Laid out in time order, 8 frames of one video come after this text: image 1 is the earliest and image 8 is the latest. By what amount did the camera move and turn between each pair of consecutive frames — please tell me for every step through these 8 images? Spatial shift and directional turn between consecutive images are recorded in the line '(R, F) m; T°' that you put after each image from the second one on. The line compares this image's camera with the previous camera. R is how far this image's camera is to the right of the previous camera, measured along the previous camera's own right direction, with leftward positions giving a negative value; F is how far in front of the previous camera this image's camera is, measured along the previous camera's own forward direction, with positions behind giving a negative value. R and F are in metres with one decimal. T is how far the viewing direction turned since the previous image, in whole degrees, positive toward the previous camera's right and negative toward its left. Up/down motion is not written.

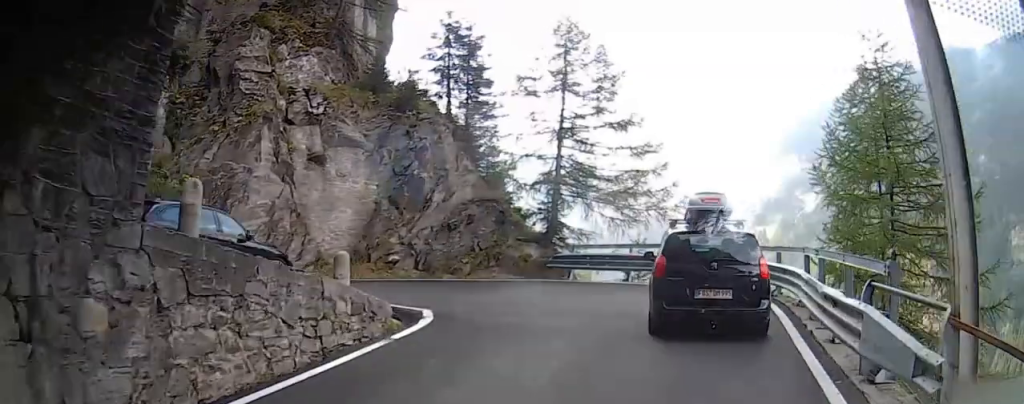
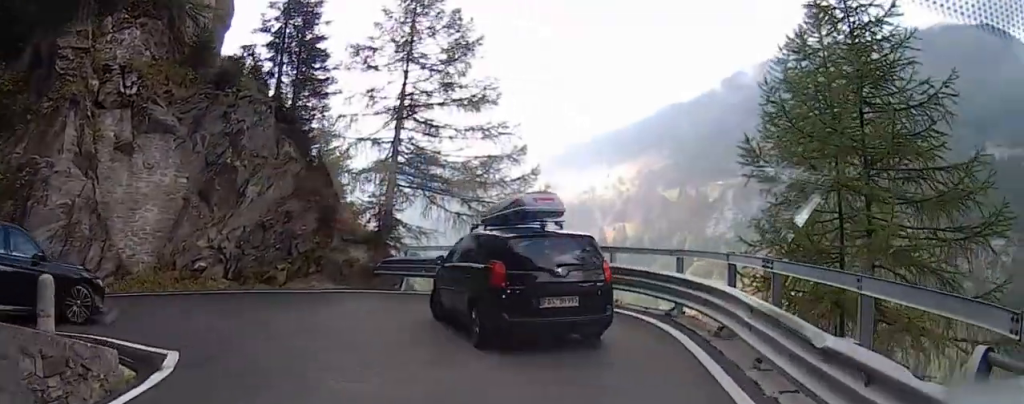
(0.0, +4.7) m; 0°
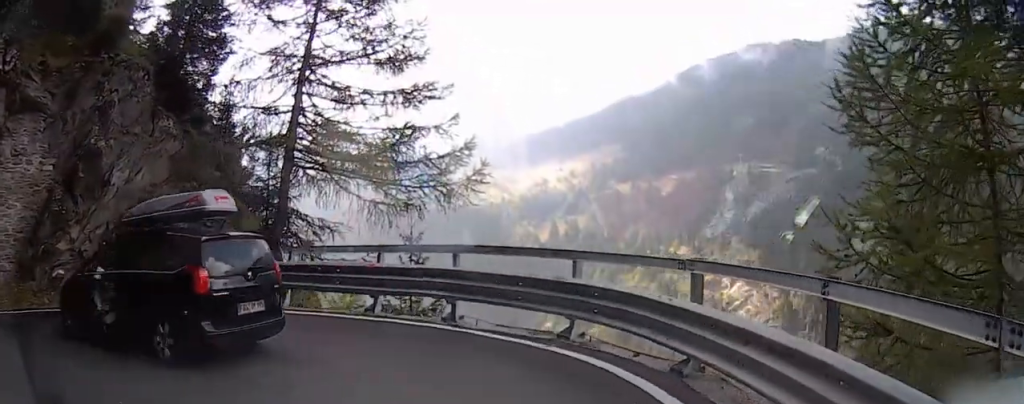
(0.0, +5.1) m; 0°
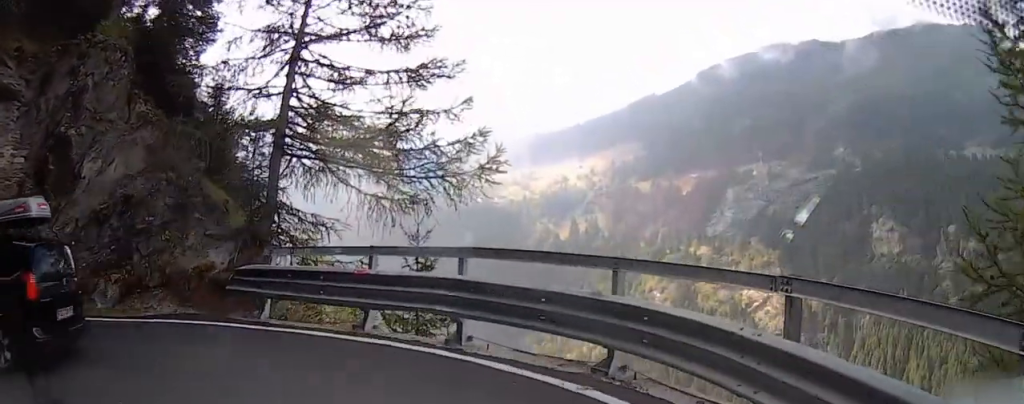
(0.0, +2.2) m; 0°
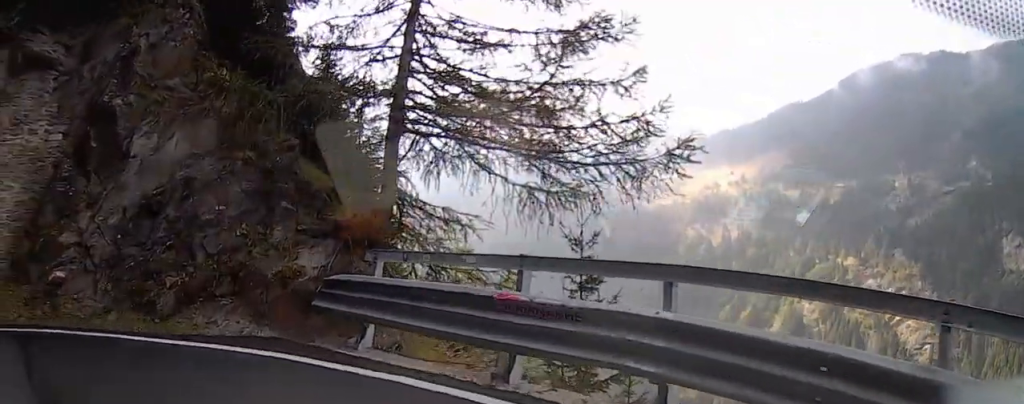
(0.0, +2.6) m; 0°
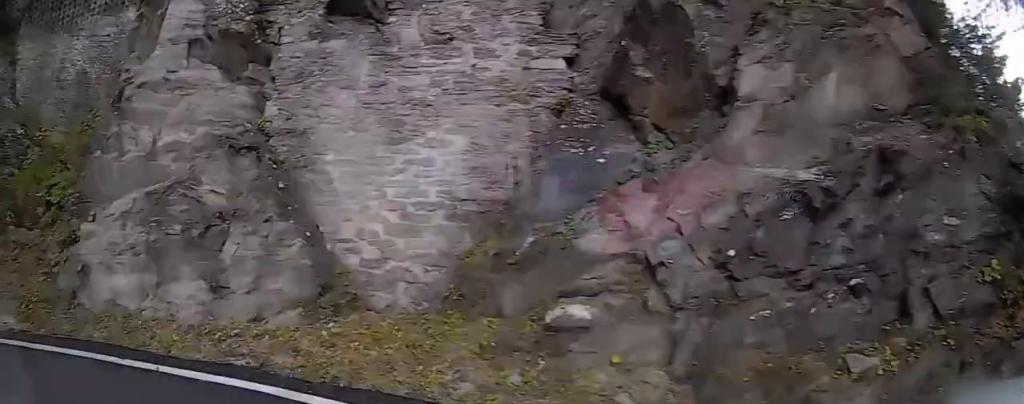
(-1.3, +2.2) m; -87°
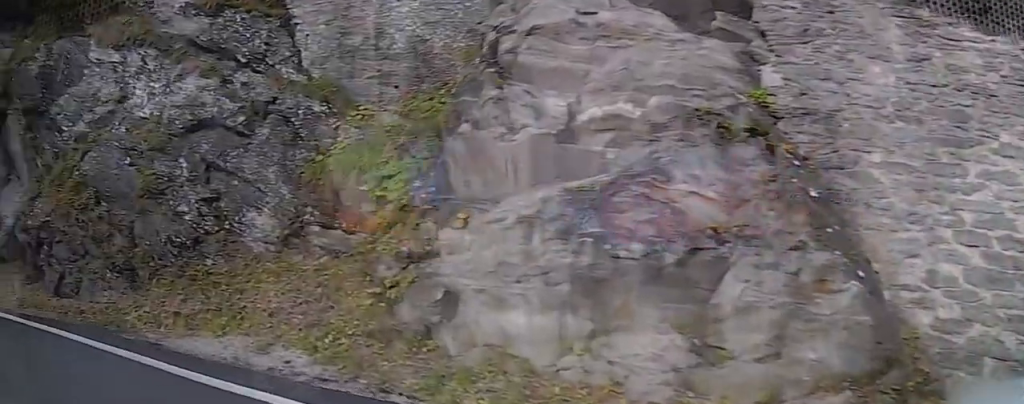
(-0.8, +1.8) m; -24°
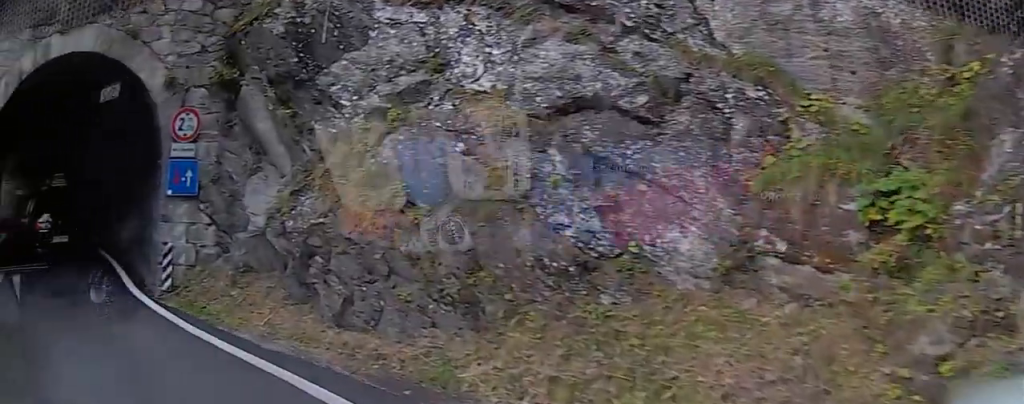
(-0.1, +2.2) m; -3°
